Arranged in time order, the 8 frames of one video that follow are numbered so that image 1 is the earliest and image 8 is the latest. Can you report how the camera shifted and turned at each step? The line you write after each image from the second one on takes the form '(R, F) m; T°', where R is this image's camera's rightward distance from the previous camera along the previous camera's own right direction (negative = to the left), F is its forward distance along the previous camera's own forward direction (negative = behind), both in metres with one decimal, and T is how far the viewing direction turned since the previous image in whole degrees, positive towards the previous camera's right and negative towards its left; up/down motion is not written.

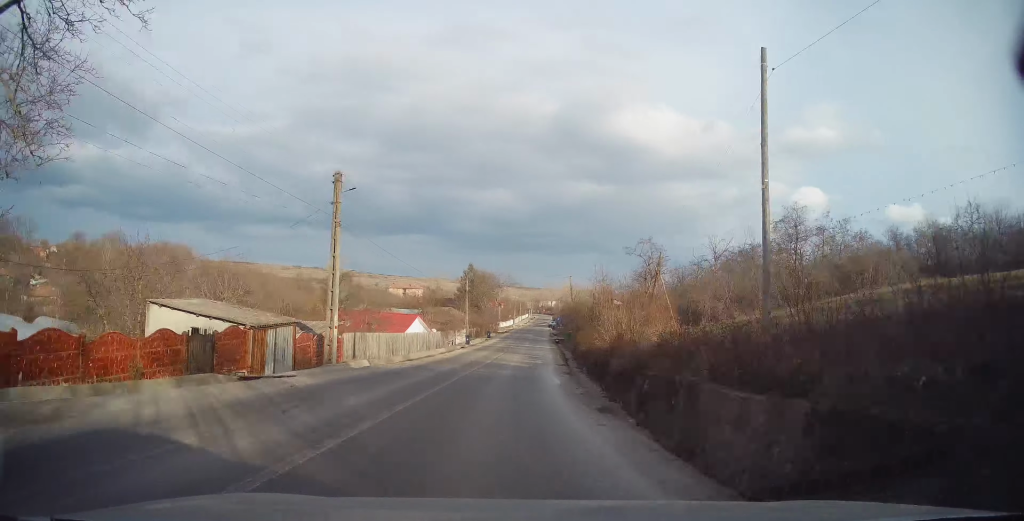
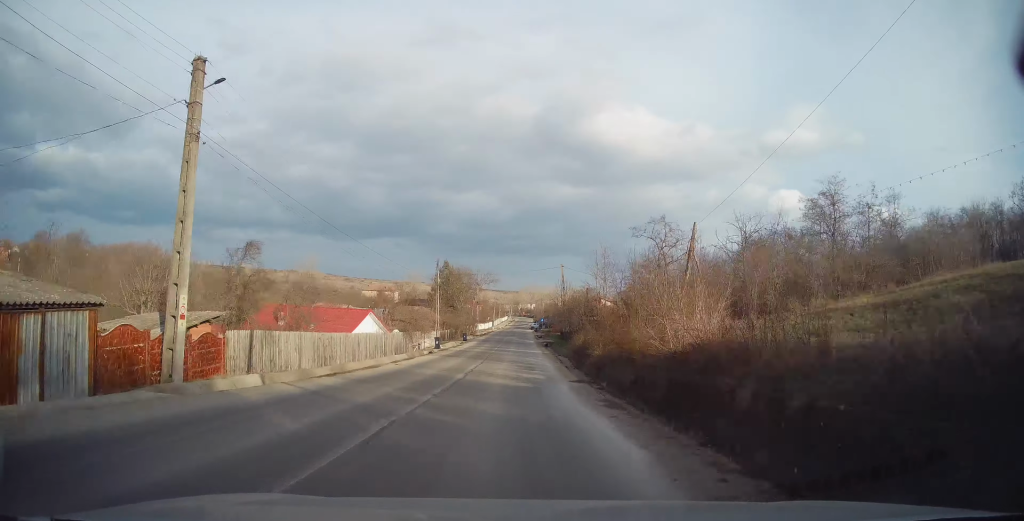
(+0.2, +10.2) m; +2°
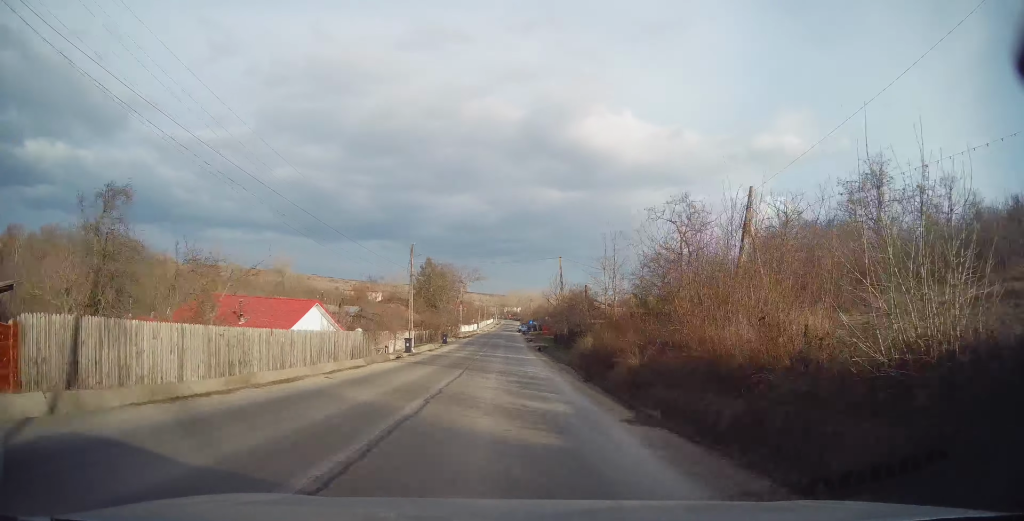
(+0.1, +8.5) m; +1°
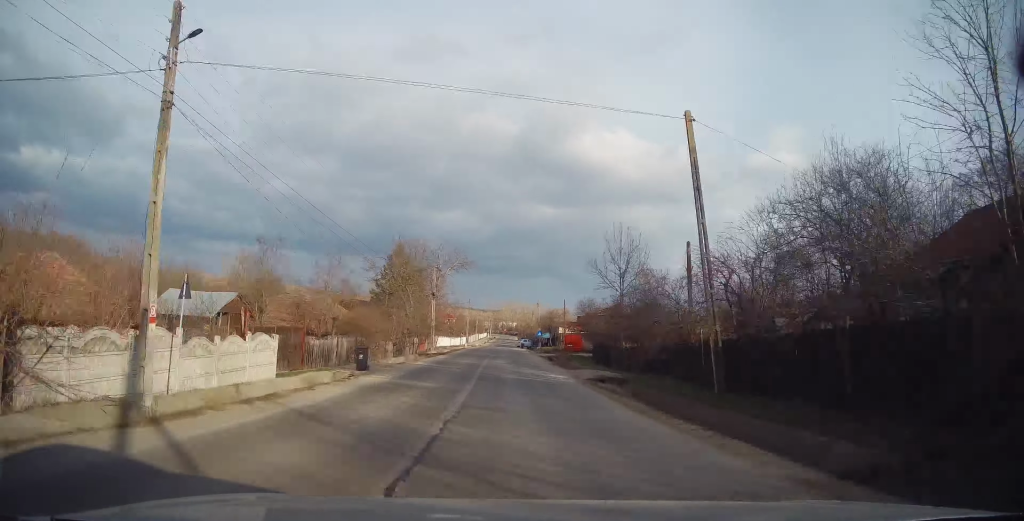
(+1.1, +31.1) m; +4°
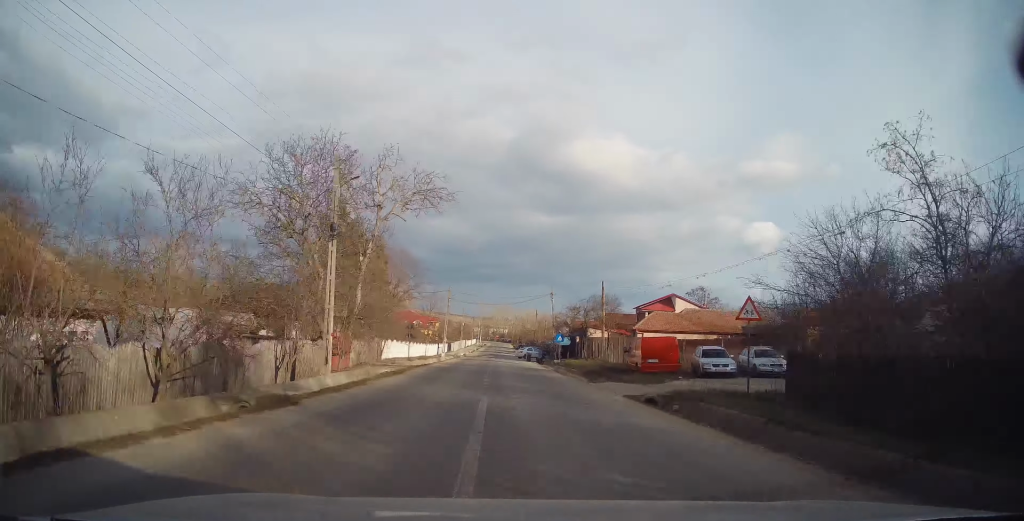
(+0.2, +30.4) m; 0°
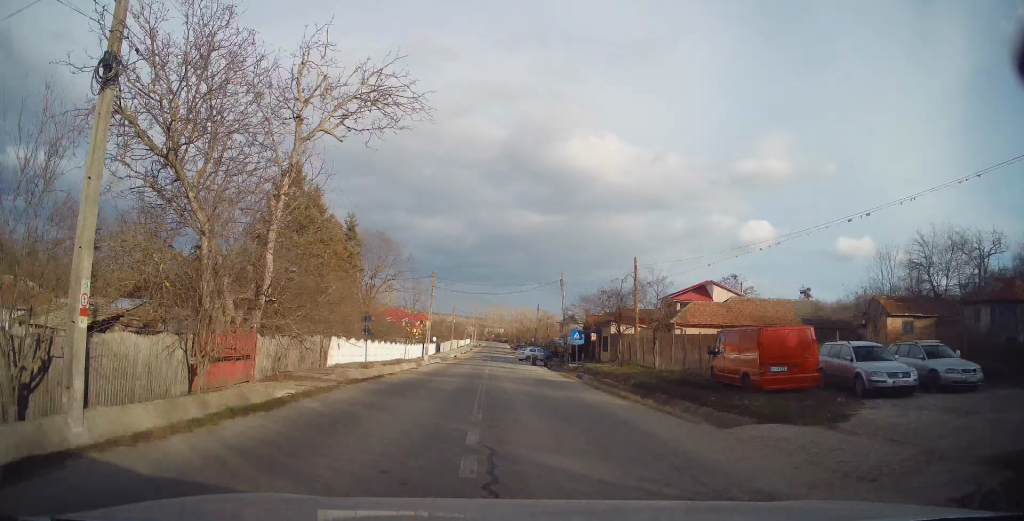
(0.0, +12.2) m; 0°
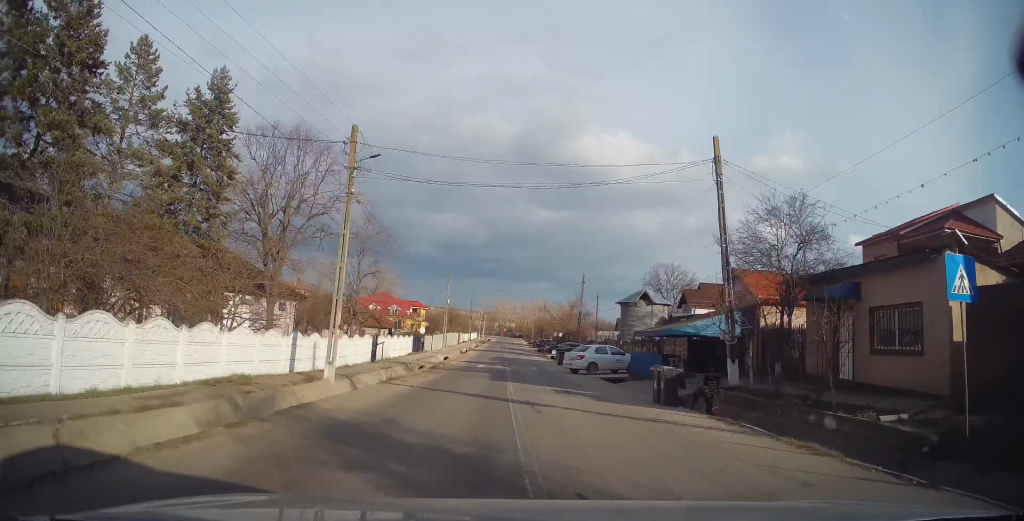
(-0.3, +30.8) m; -1°
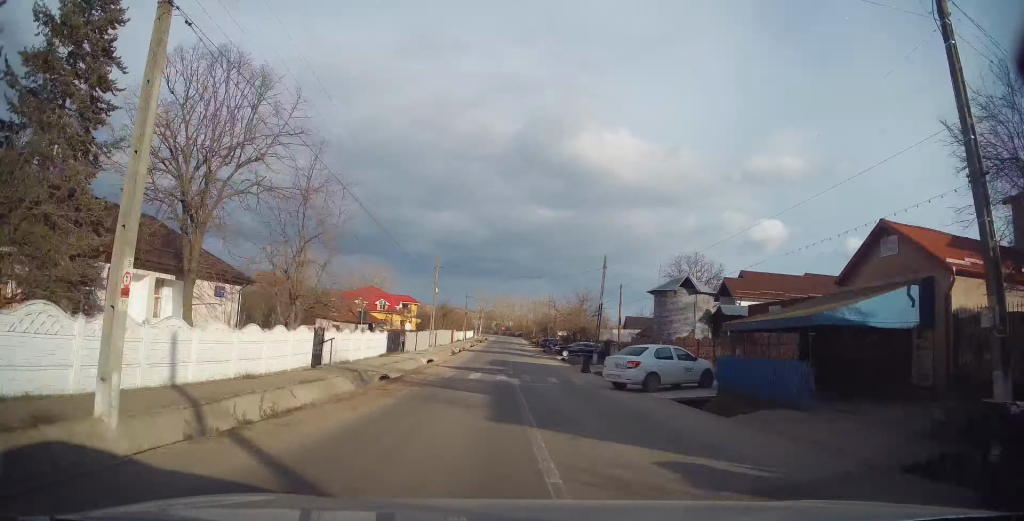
(+0.1, +10.3) m; 0°
